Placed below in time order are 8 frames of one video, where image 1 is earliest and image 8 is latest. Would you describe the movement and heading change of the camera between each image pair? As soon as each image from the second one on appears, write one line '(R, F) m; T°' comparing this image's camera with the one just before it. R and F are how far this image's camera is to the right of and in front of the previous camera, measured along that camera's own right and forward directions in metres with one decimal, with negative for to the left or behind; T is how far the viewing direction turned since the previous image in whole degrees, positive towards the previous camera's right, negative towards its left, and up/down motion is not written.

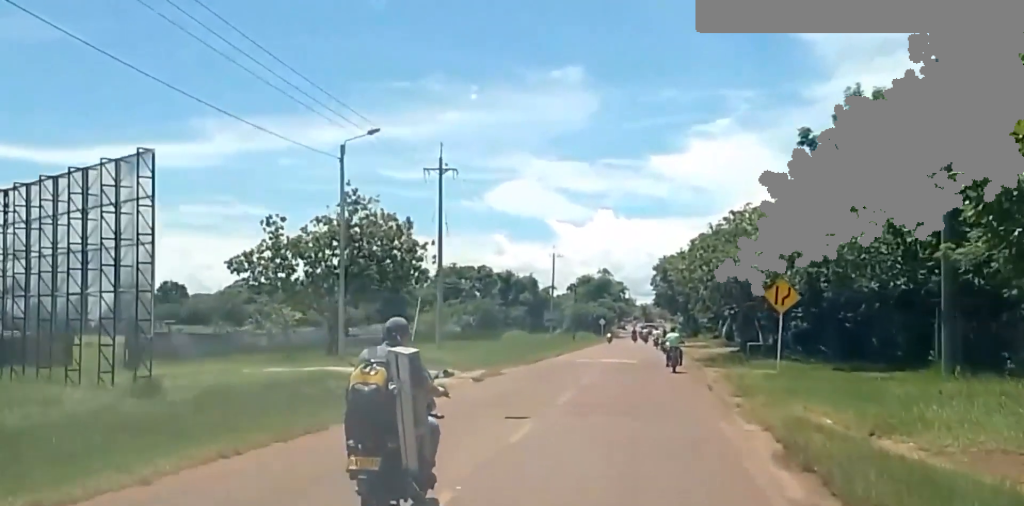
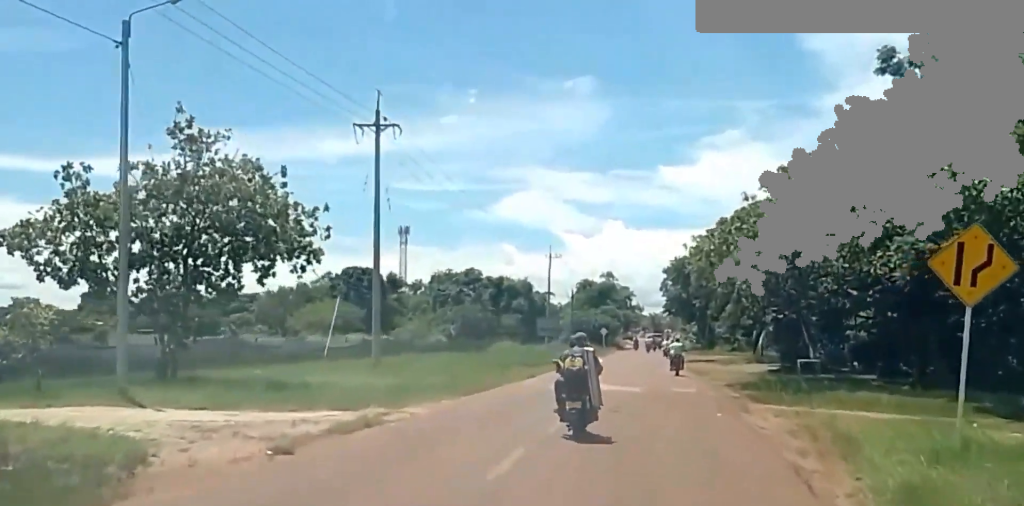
(0.0, +19.1) m; 0°
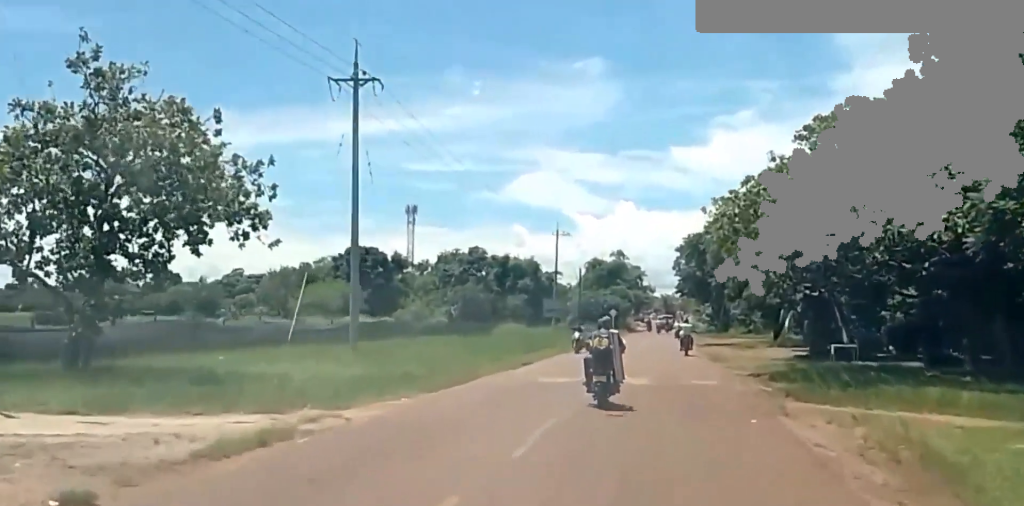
(0.0, +5.8) m; 0°
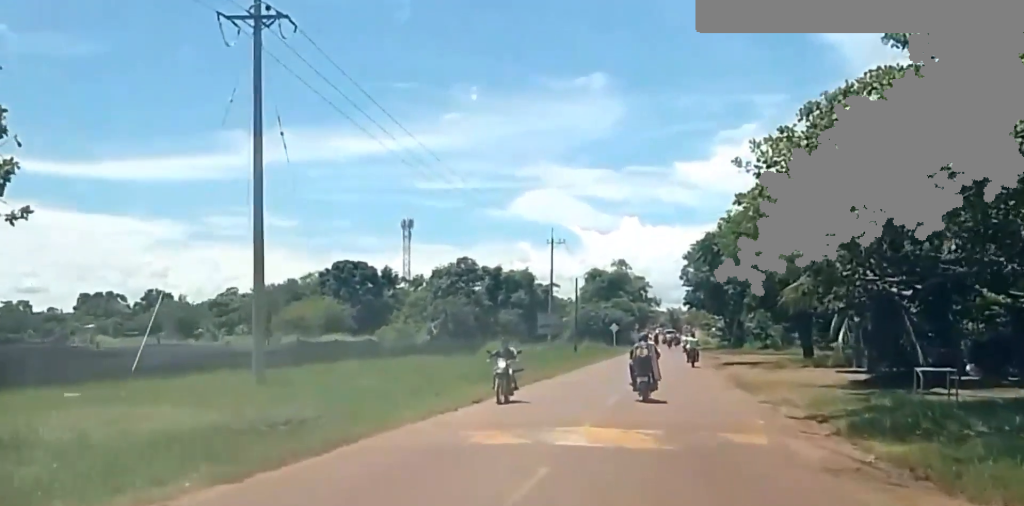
(0.0, +12.3) m; +1°
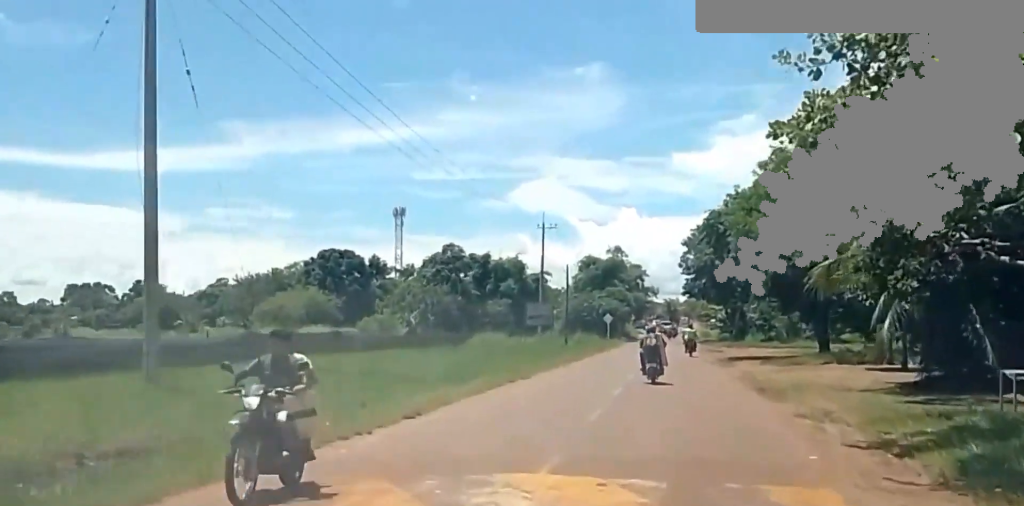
(+0.1, +7.5) m; +1°
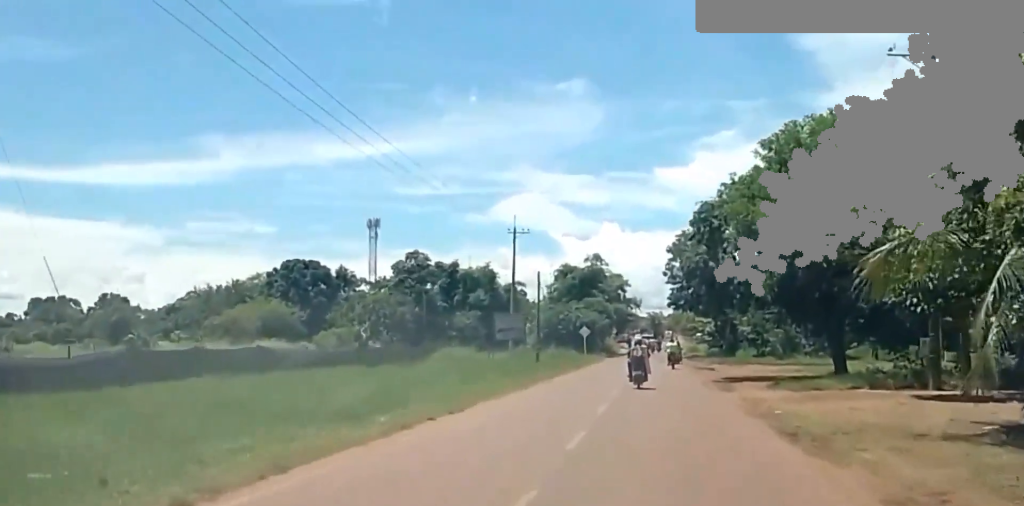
(+0.1, +9.8) m; 0°
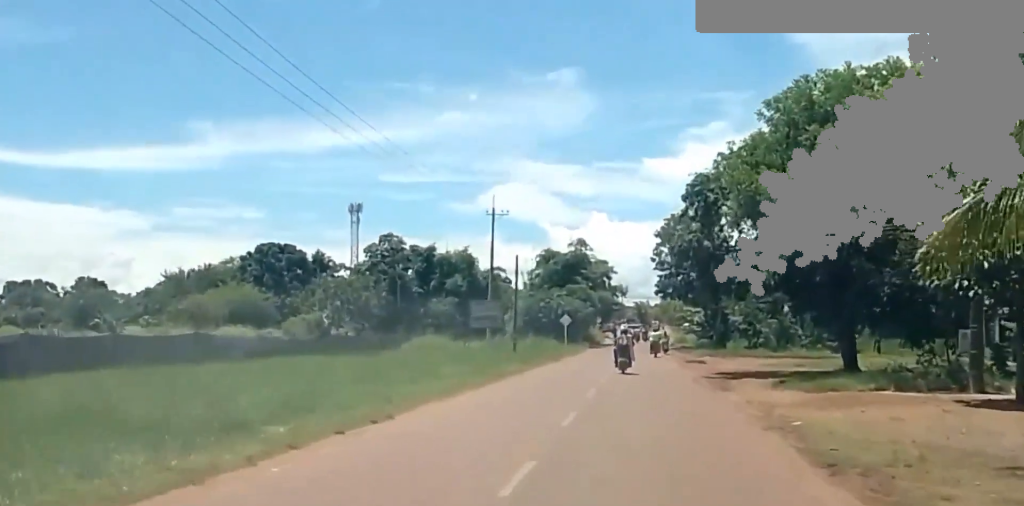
(0.0, +5.9) m; -1°
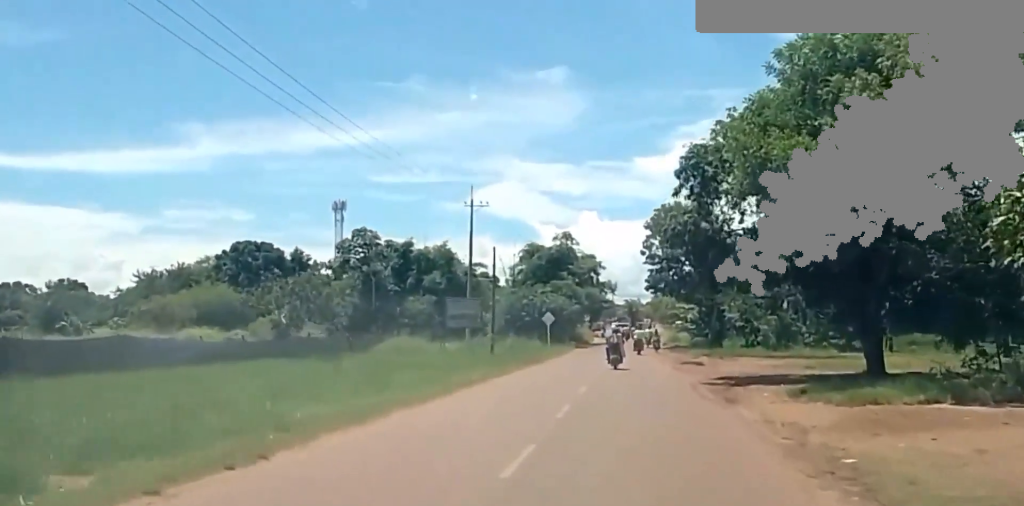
(-0.1, +5.8) m; -1°
